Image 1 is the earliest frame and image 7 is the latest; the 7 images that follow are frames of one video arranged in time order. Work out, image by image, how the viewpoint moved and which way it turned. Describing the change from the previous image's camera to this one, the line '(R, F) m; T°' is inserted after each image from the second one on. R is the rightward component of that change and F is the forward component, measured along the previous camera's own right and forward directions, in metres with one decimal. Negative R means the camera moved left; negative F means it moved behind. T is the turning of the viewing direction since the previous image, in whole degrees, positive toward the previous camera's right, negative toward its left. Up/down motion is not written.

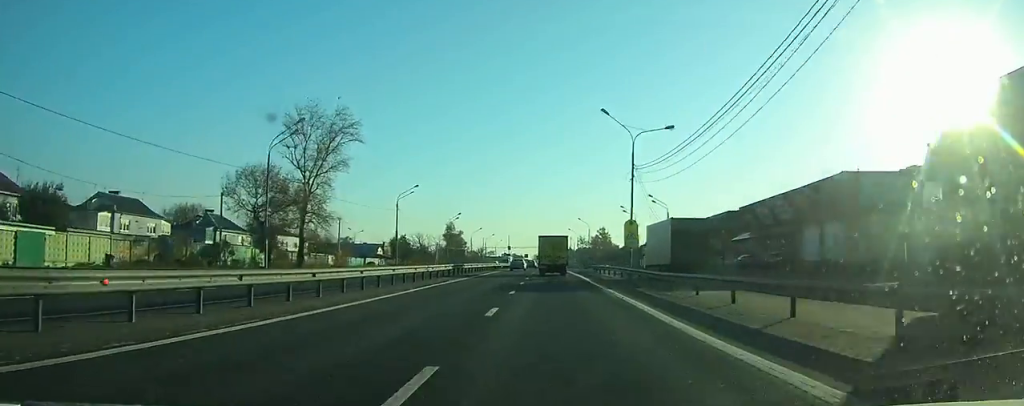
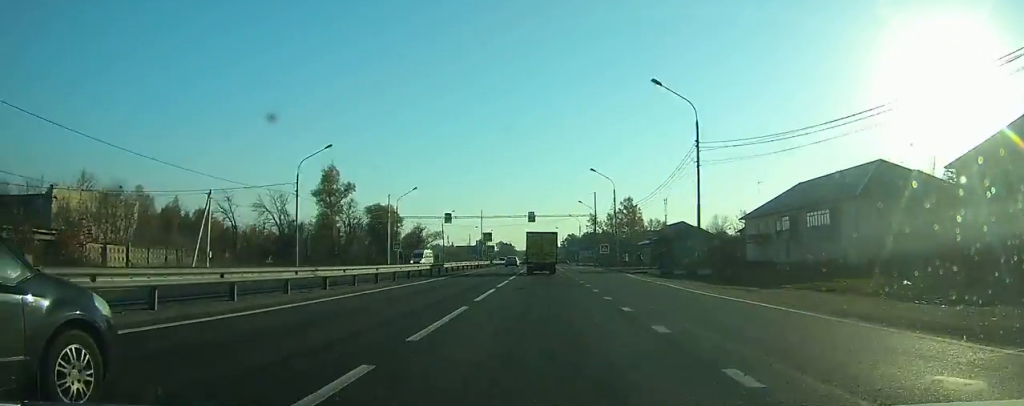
(+0.7, +100.1) m; +1°
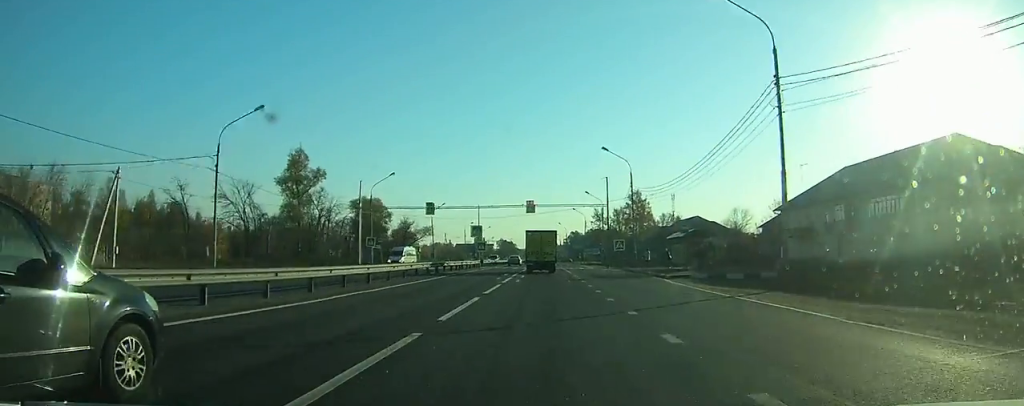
(+0.1, +11.8) m; 0°
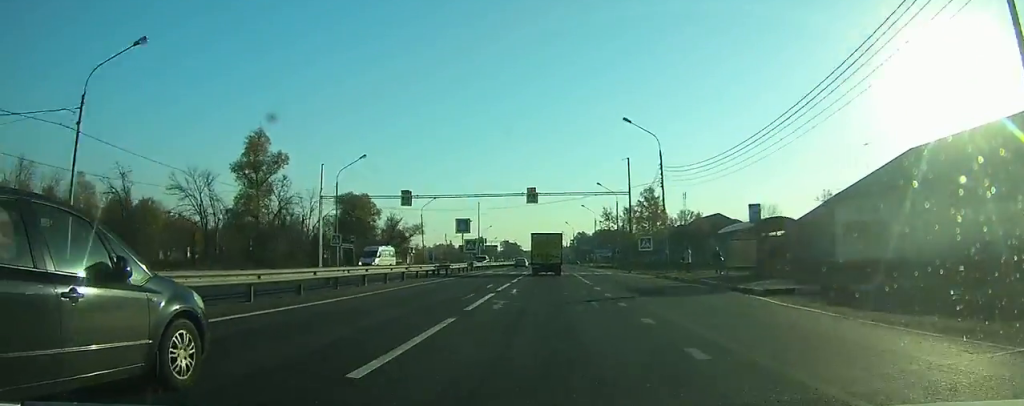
(0.0, +12.0) m; 0°
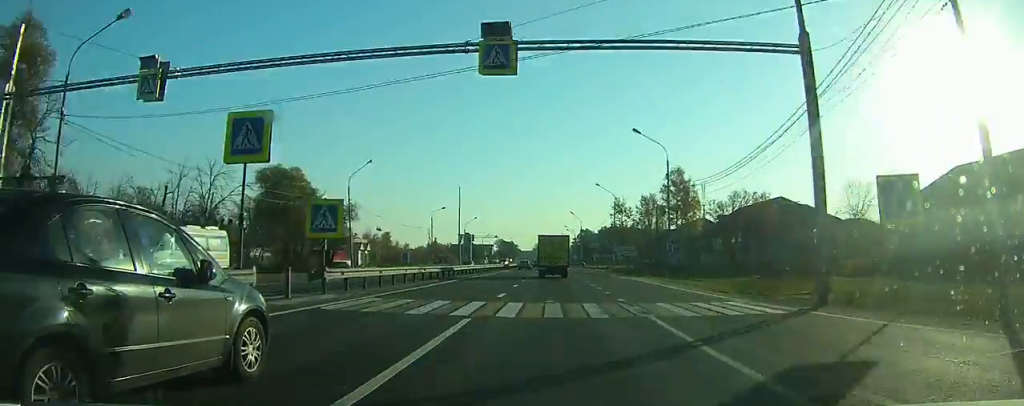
(-0.3, +33.4) m; -1°
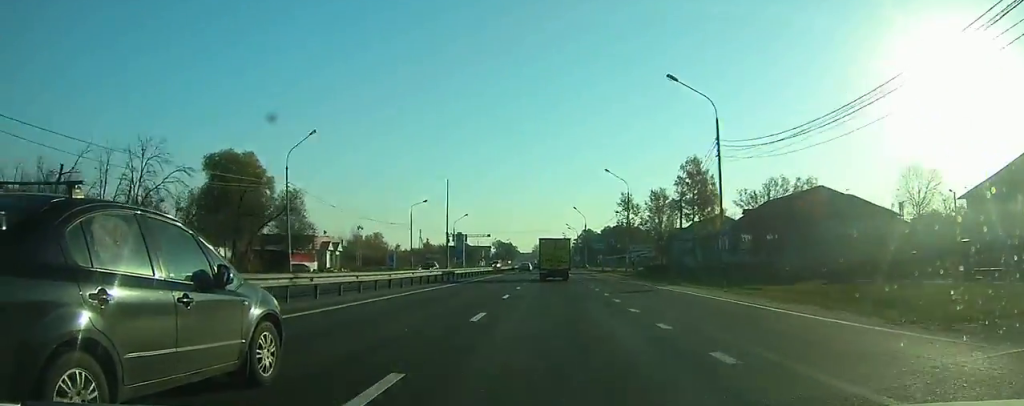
(0.0, +14.3) m; 0°
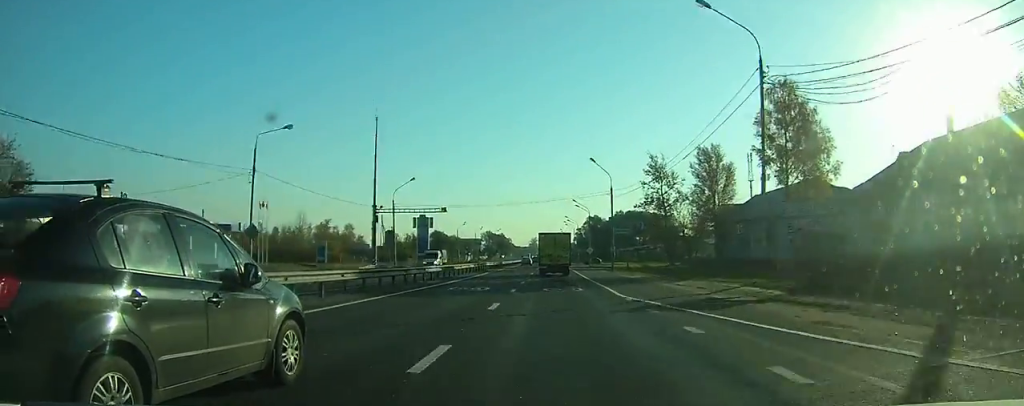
(0.0, +45.1) m; 0°
